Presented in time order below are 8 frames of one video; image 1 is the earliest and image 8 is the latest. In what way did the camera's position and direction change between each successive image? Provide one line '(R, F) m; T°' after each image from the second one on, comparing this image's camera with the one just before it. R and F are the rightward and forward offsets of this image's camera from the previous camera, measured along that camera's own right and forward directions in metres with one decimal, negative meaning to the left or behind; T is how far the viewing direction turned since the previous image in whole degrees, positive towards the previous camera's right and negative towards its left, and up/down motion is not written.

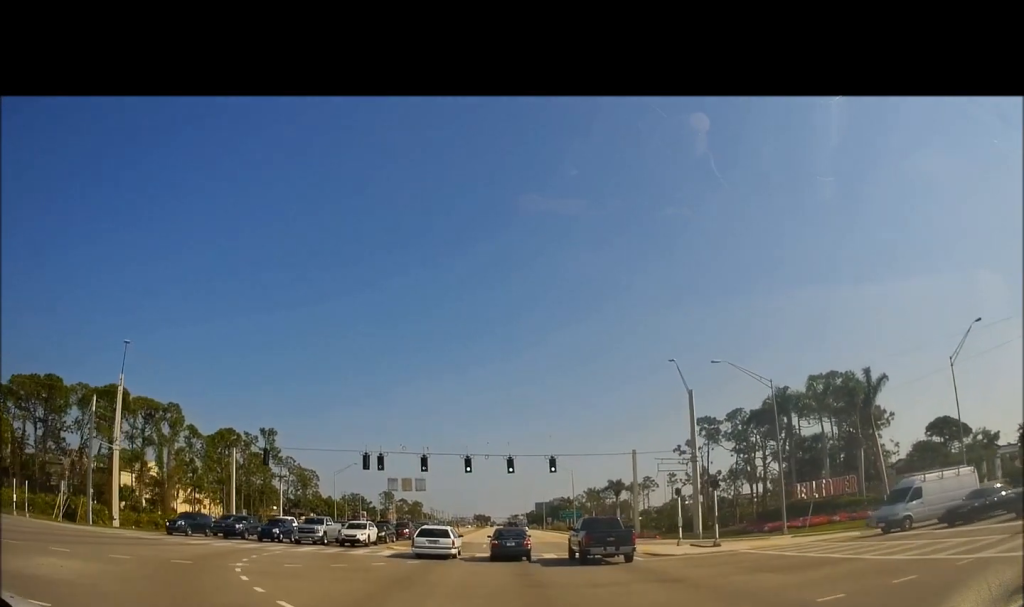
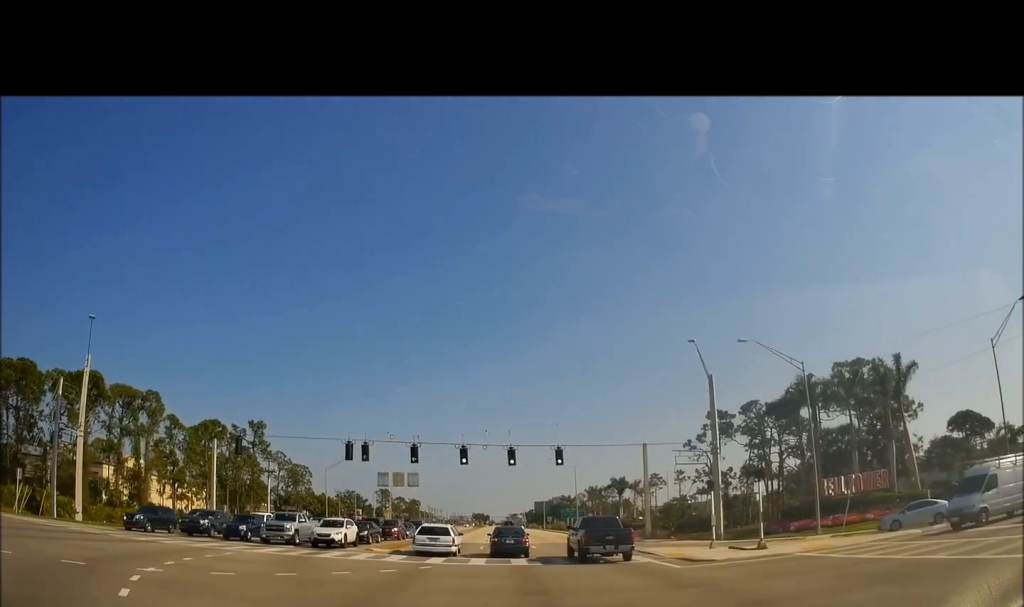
(-0.1, +4.5) m; 0°
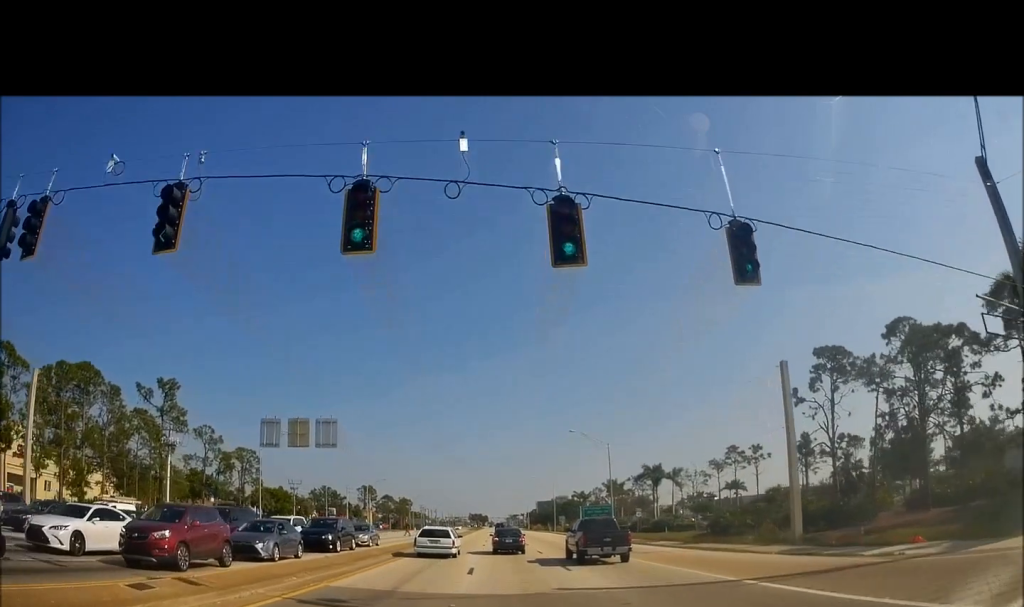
(0.0, +28.6) m; +1°
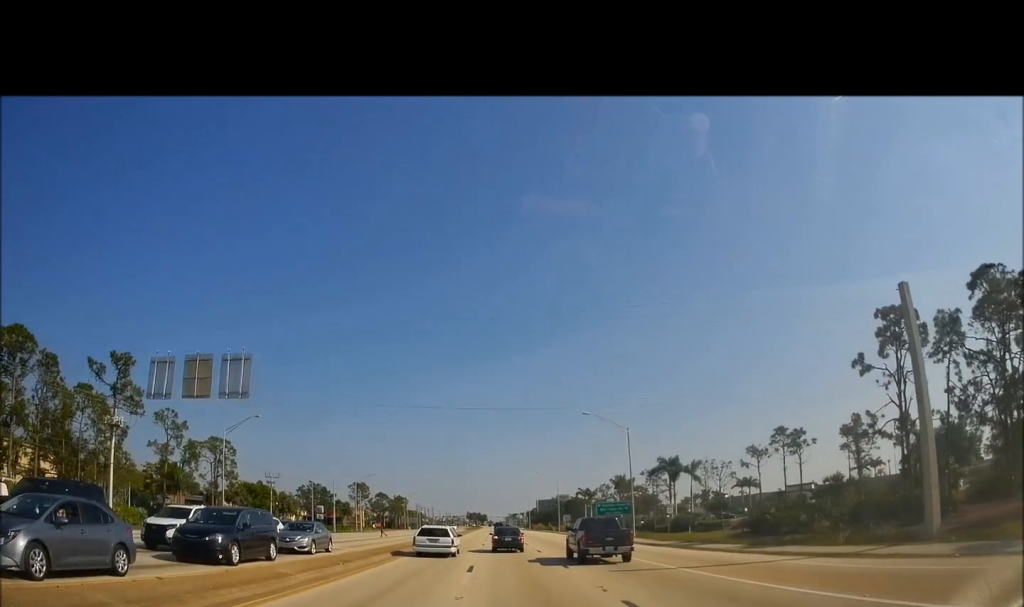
(+0.1, +10.5) m; +1°
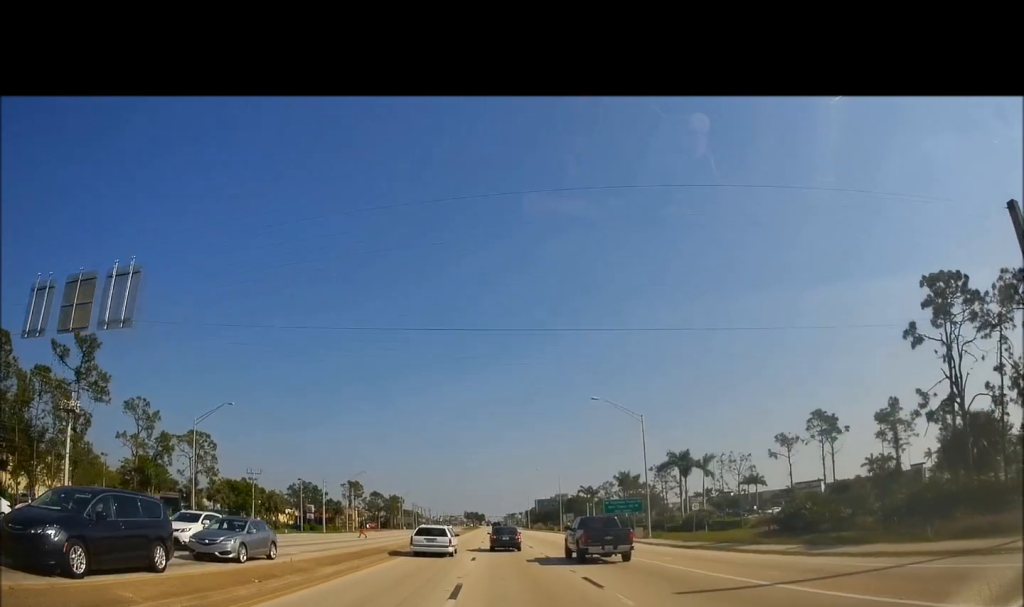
(+0.1, +6.5) m; +1°
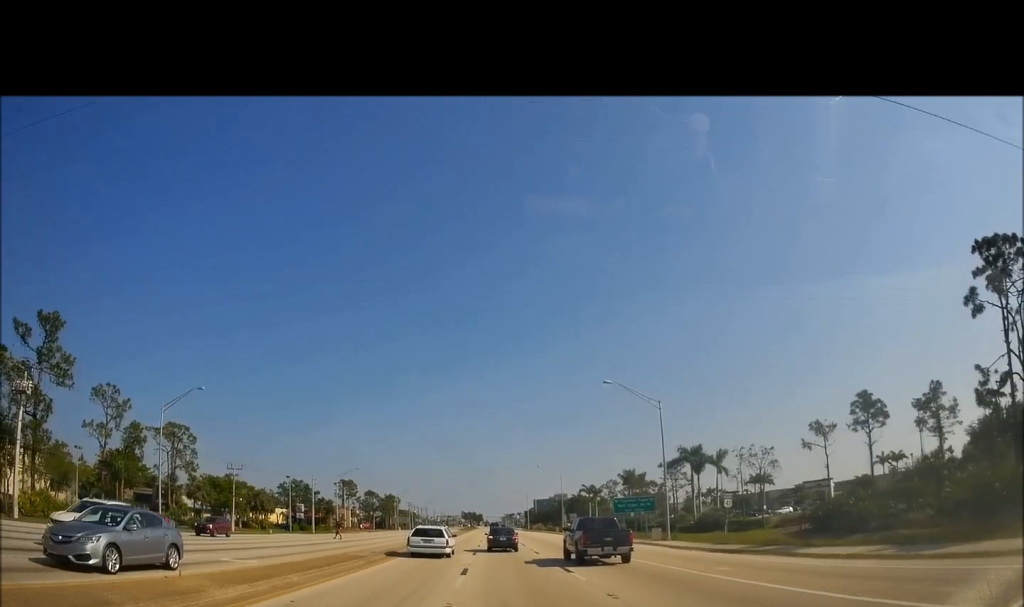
(0.0, +6.4) m; 0°
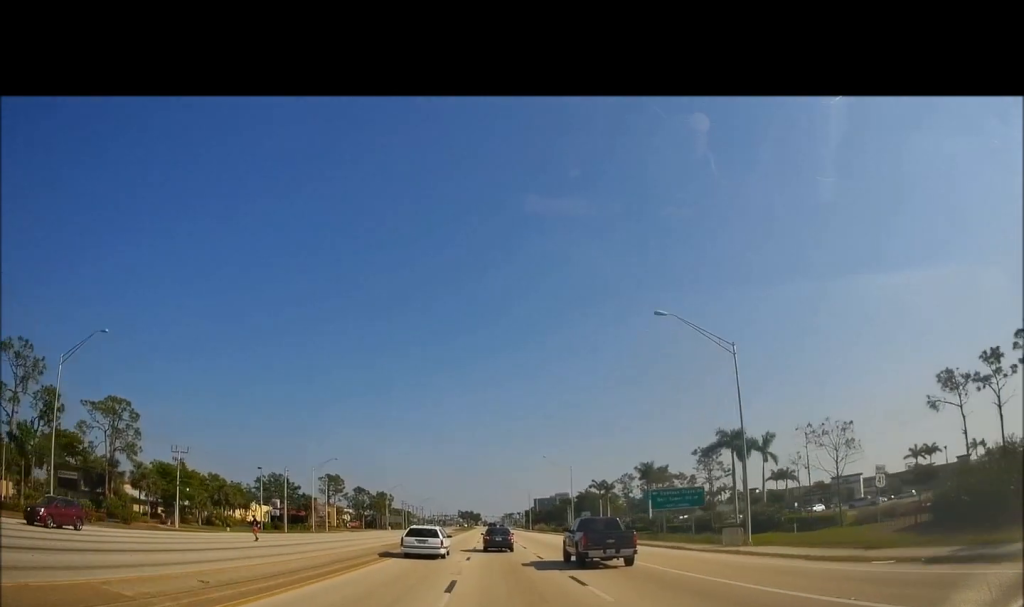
(0.0, +15.4) m; 0°
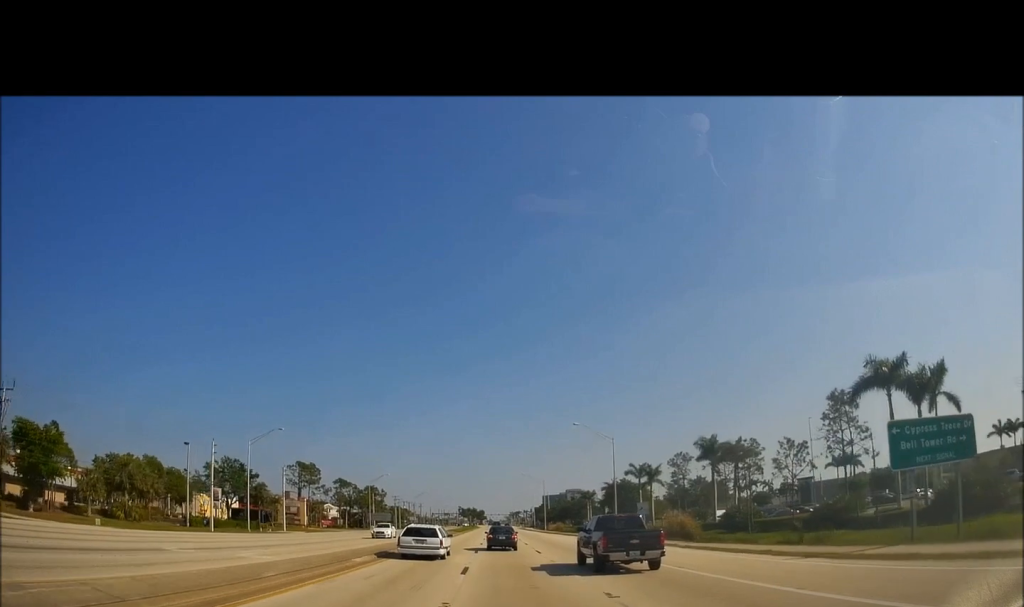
(-0.7, +30.4) m; -1°
